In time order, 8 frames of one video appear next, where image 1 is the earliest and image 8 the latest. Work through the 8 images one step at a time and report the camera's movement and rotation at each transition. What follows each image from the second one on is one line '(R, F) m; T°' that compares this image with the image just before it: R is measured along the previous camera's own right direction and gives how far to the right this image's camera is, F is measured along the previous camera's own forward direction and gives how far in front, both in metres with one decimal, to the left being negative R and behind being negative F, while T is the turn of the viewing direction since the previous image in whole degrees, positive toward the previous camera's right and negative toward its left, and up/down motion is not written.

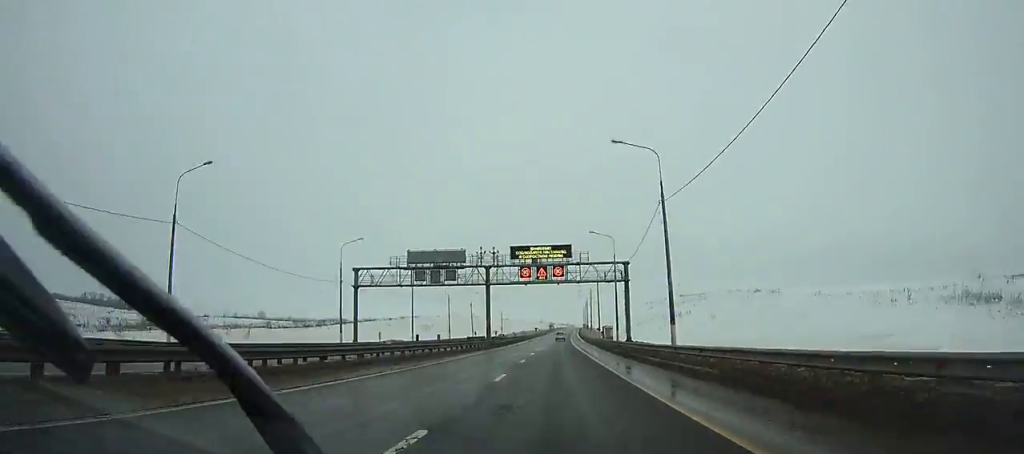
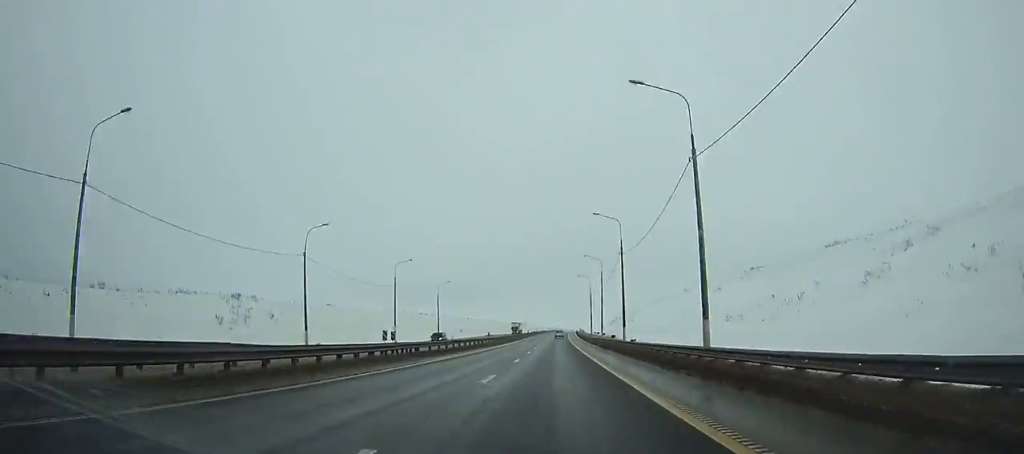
(+0.9, +96.8) m; +1°
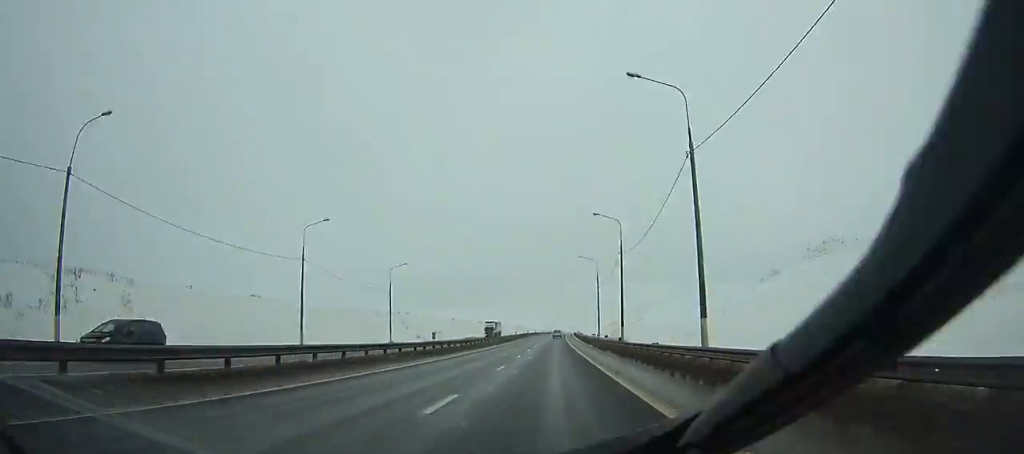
(+0.2, +30.0) m; 0°
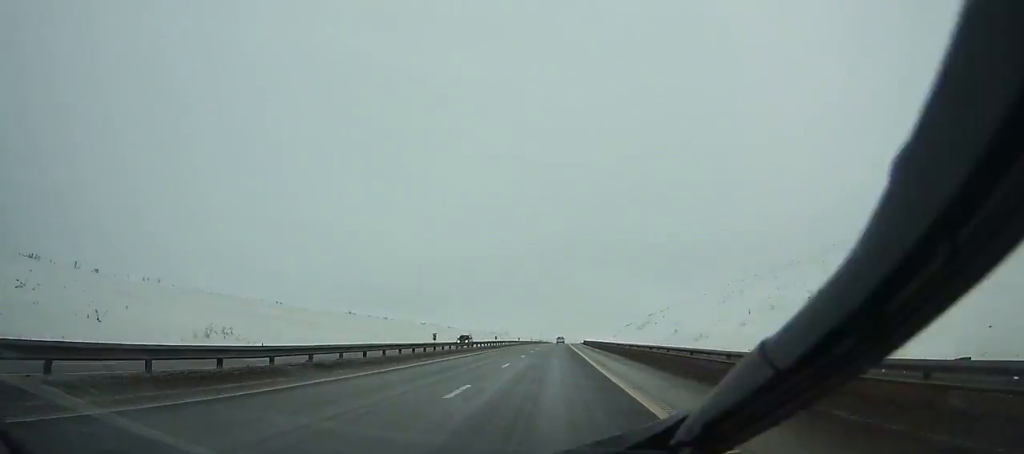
(+1.2, +116.2) m; +1°
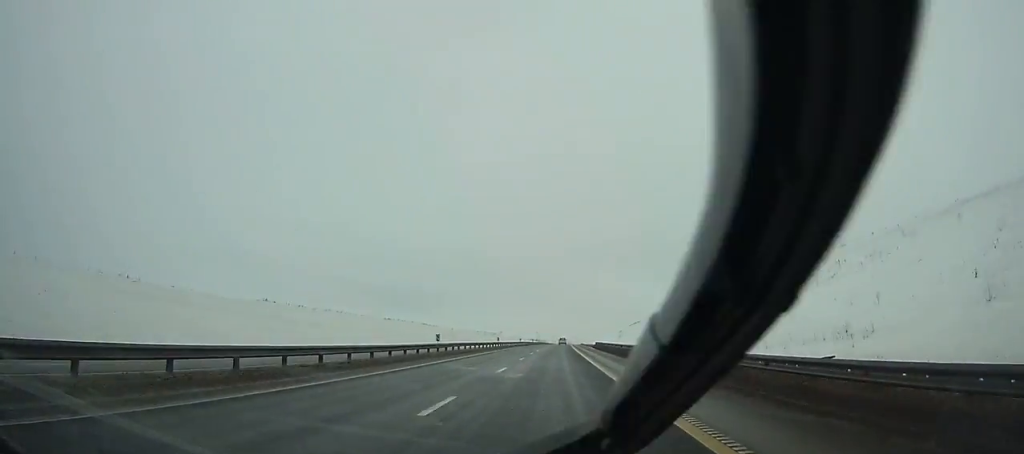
(0.0, +38.3) m; 0°
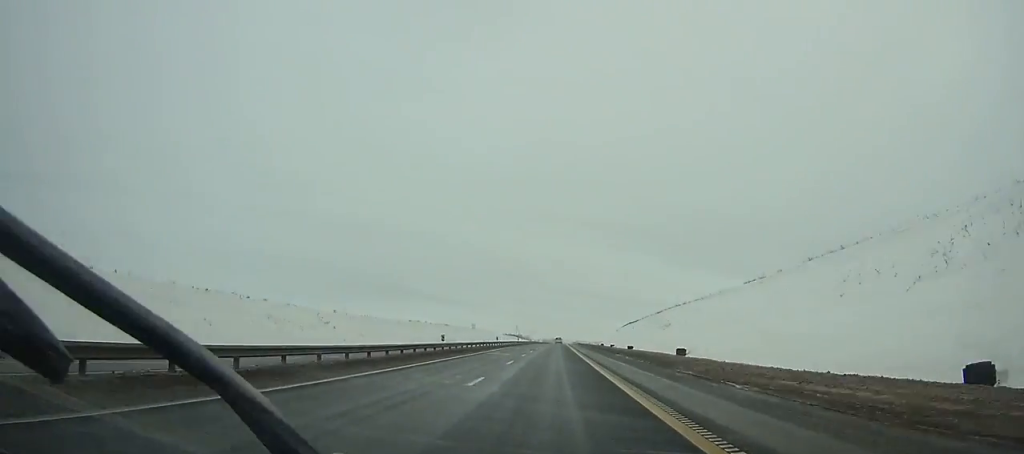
(+1.0, +113.5) m; +1°
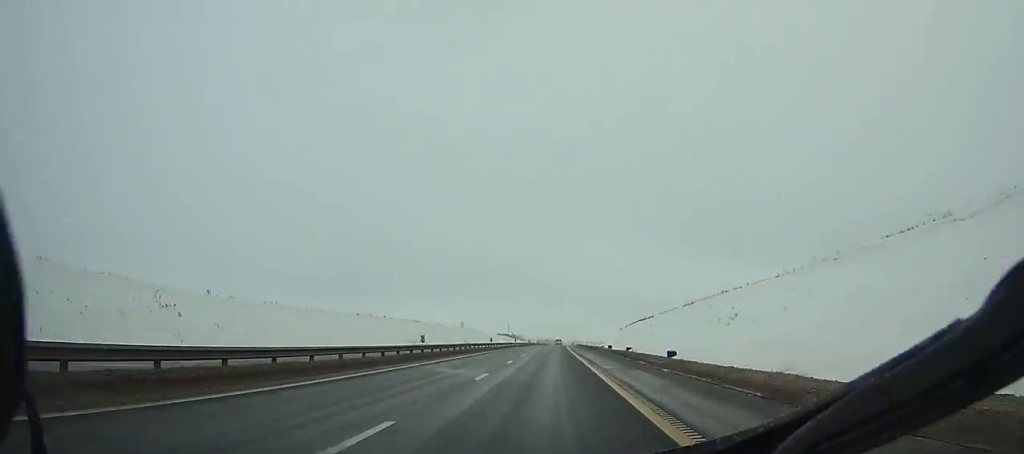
(+0.3, +44.5) m; 0°
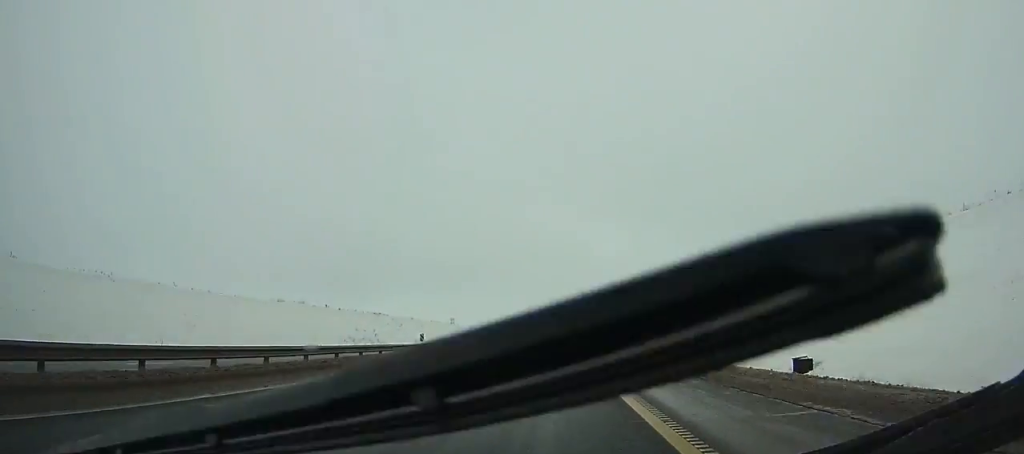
(+0.1, +39.3) m; 0°
